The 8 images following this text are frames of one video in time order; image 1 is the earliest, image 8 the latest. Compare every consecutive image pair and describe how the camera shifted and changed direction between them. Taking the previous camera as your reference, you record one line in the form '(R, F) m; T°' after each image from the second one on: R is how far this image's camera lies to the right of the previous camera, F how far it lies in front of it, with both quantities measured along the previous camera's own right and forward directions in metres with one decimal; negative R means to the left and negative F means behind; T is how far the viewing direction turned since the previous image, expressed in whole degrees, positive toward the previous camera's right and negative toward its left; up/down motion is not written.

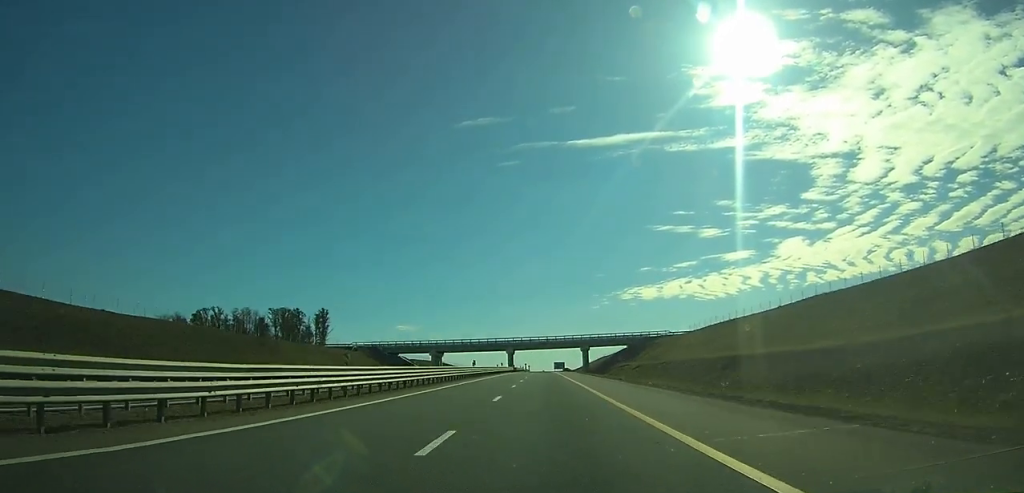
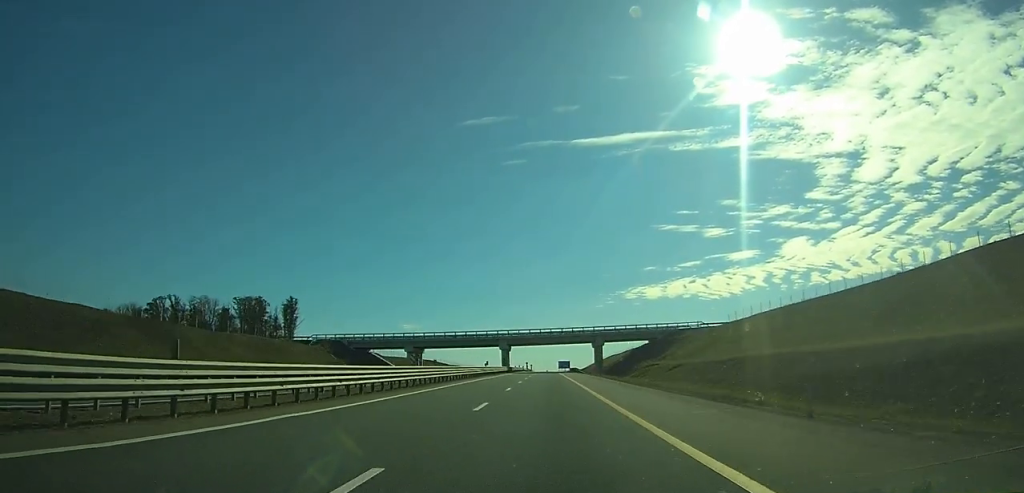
(0.0, +27.5) m; 0°
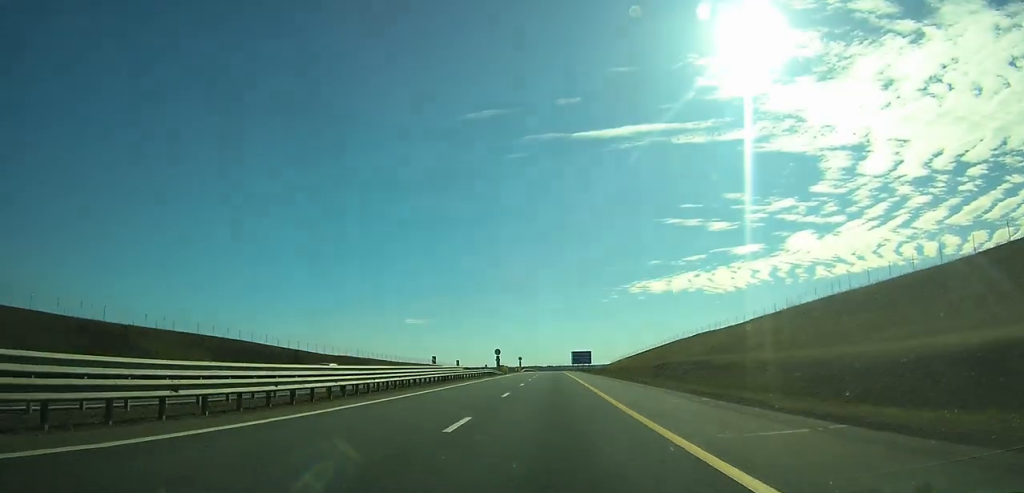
(-1.1, +147.1) m; -1°
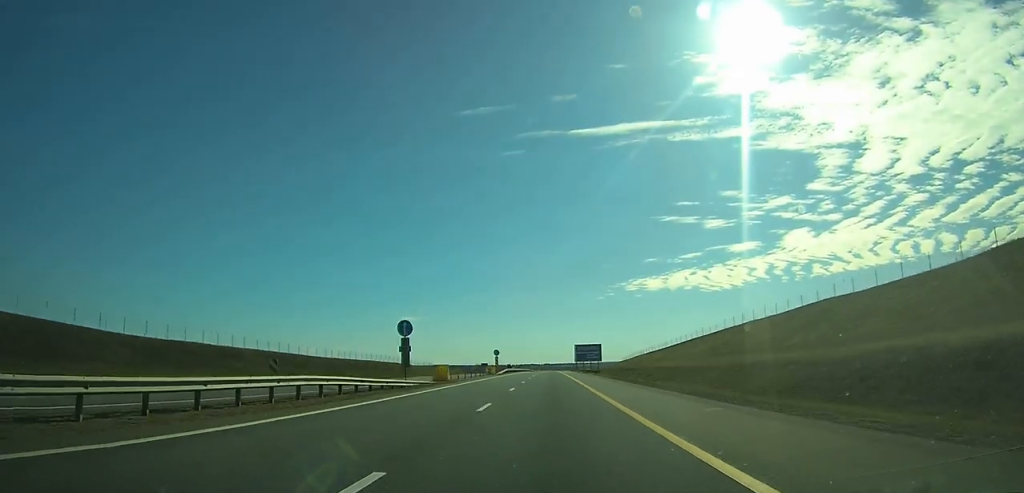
(0.0, +54.3) m; 0°
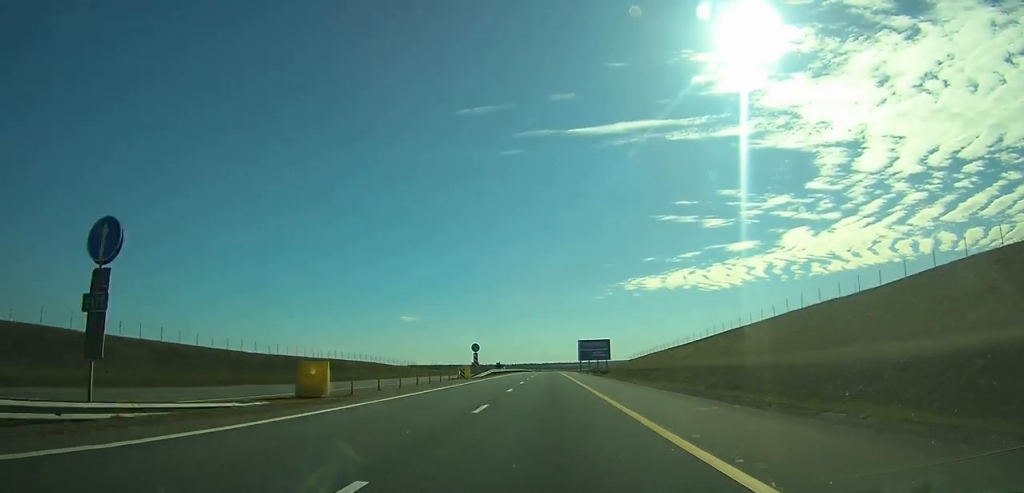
(0.0, +24.2) m; 0°
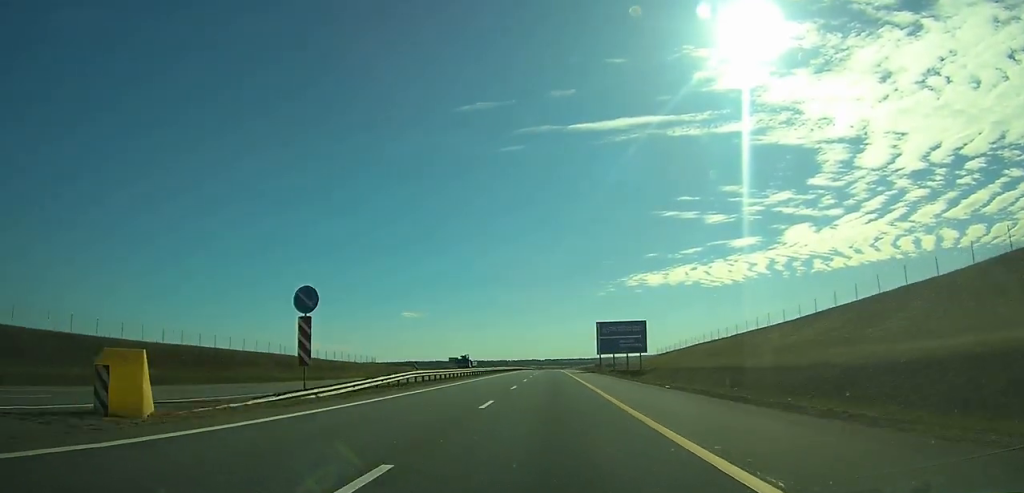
(0.0, +46.6) m; 0°
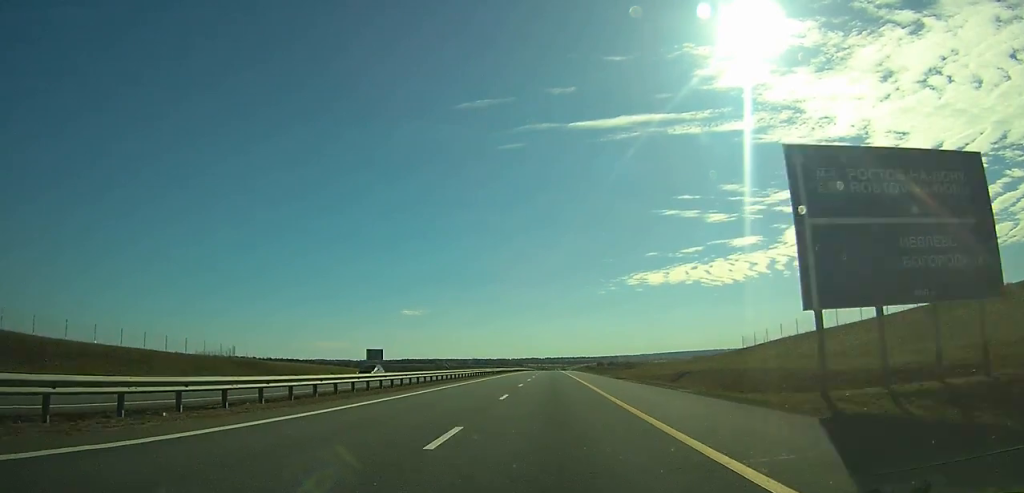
(+0.2, +67.1) m; 0°
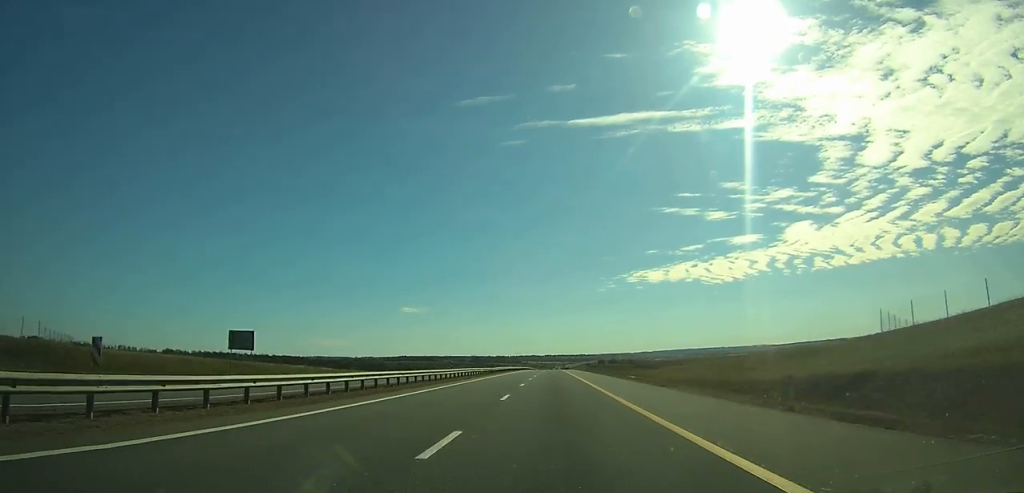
(0.0, +36.7) m; 0°
